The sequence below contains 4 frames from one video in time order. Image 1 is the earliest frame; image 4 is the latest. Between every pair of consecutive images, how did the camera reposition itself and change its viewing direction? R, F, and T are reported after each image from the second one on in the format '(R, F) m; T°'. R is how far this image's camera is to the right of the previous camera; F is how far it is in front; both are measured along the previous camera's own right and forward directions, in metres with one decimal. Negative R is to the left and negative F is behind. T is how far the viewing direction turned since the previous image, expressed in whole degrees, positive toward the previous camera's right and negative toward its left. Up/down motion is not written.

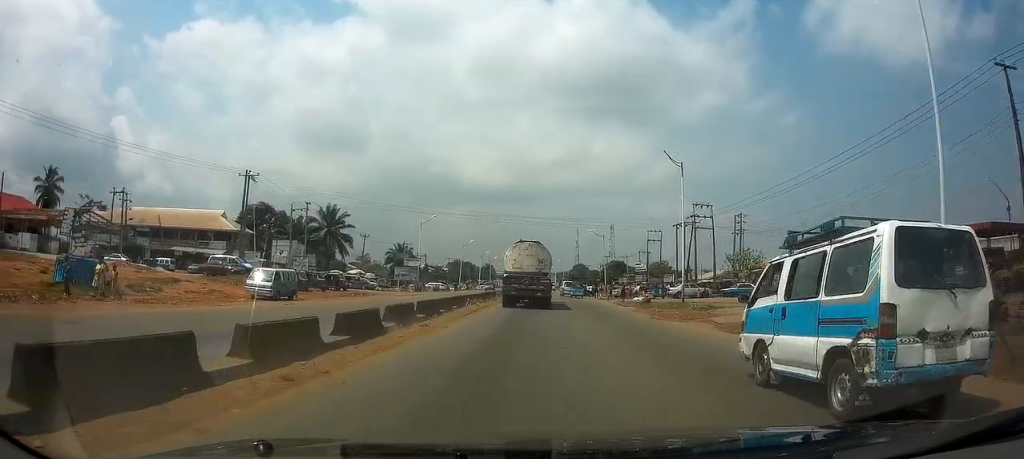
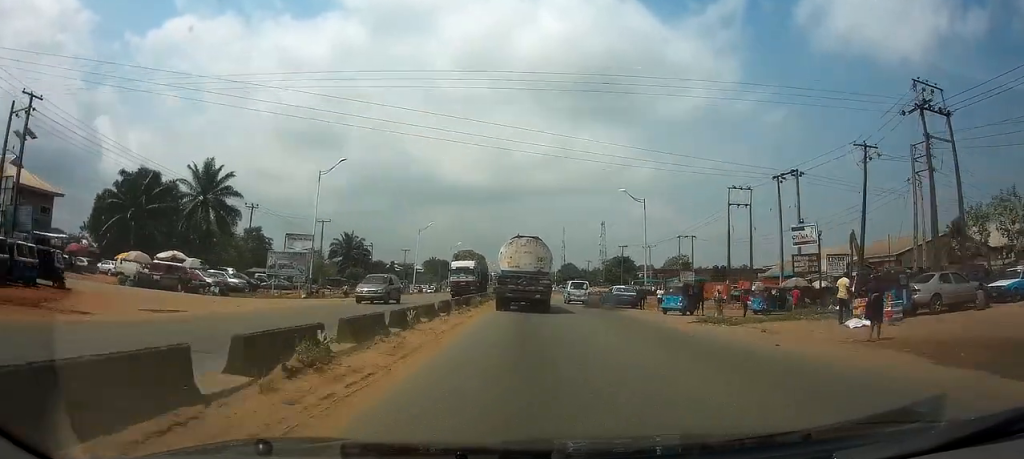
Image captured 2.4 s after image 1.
(+0.5, +39.5) m; +1°
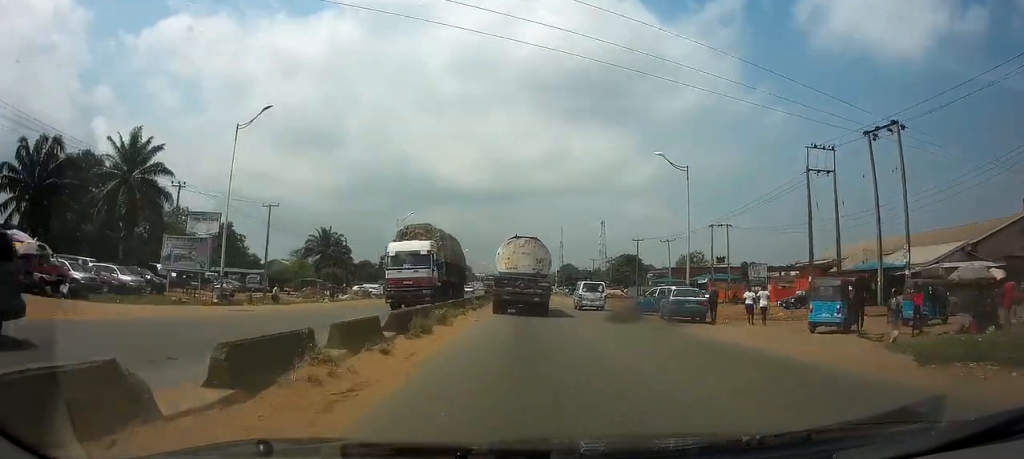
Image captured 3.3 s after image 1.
(+0.1, +15.1) m; 0°
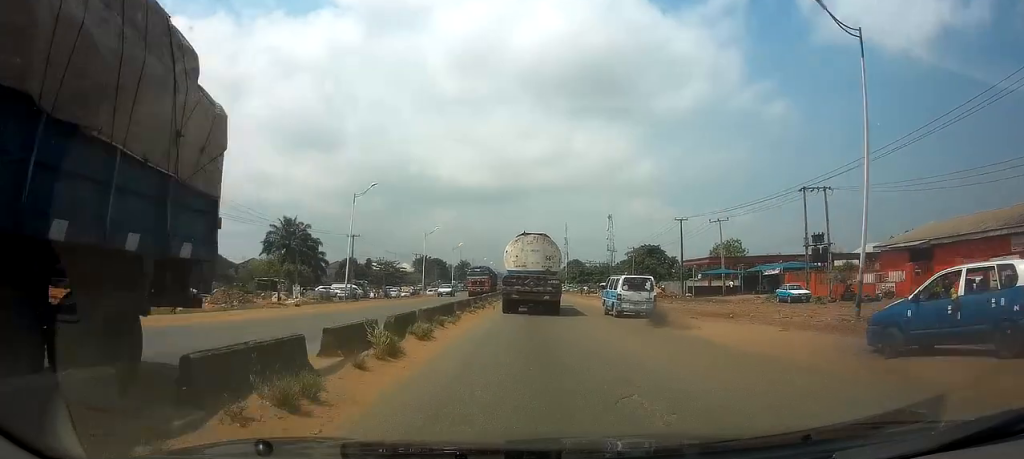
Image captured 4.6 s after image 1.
(0.0, +21.7) m; 0°
